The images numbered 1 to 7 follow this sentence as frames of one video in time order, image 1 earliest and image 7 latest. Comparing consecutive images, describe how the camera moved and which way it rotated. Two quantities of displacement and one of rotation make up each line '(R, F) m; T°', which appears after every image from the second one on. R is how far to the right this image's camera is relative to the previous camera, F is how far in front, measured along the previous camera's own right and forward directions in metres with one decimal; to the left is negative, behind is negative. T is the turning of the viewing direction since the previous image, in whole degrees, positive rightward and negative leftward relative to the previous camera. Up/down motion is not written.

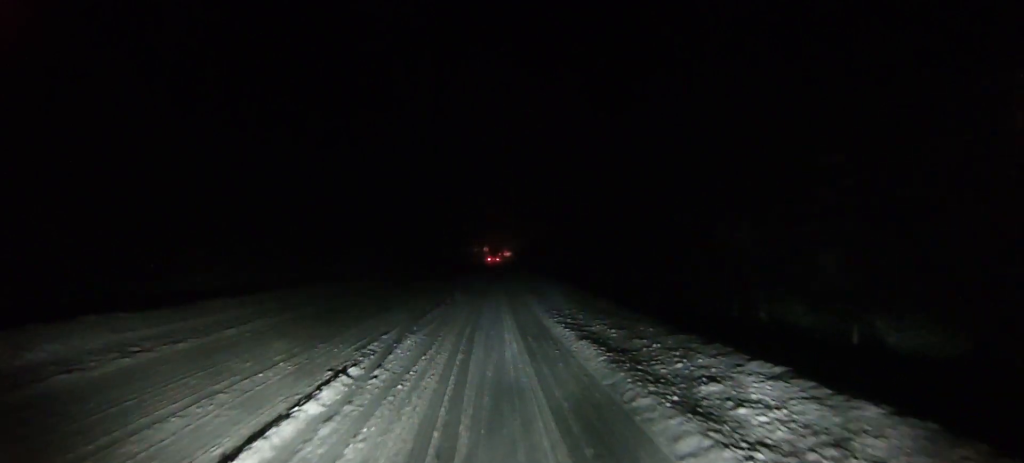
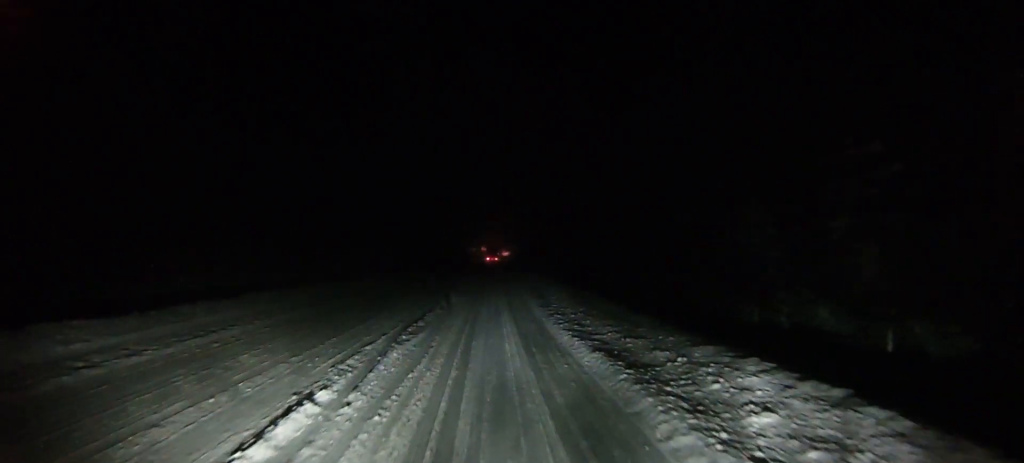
(0.0, +2.4) m; +1°
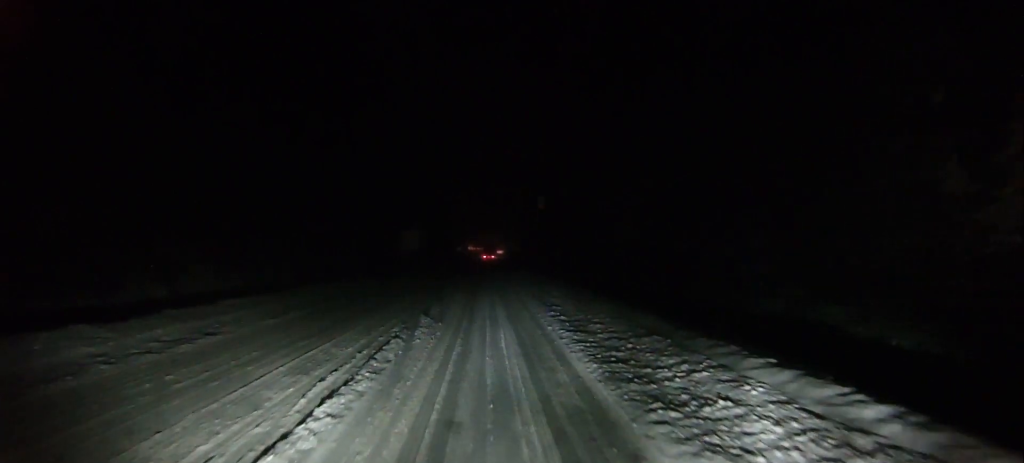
(-0.1, +16.3) m; 0°
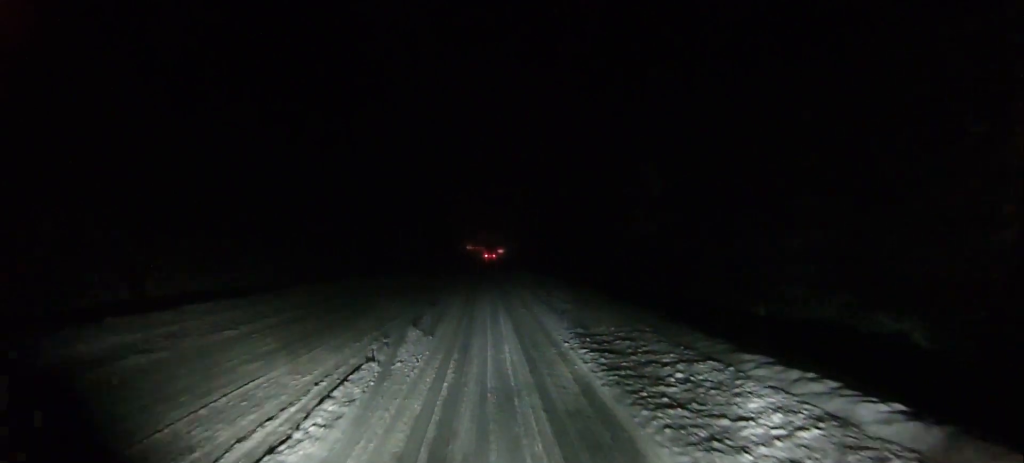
(+0.3, +4.1) m; +2°
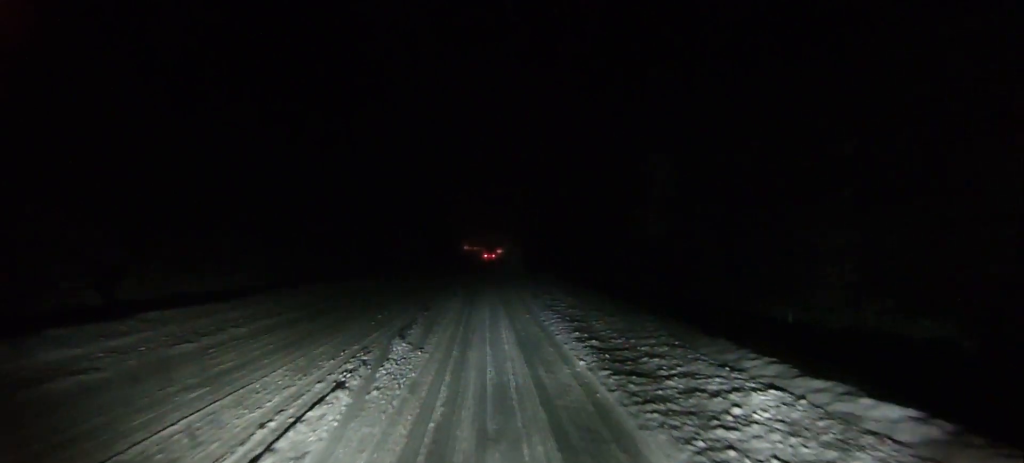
(-0.1, +3.0) m; 0°
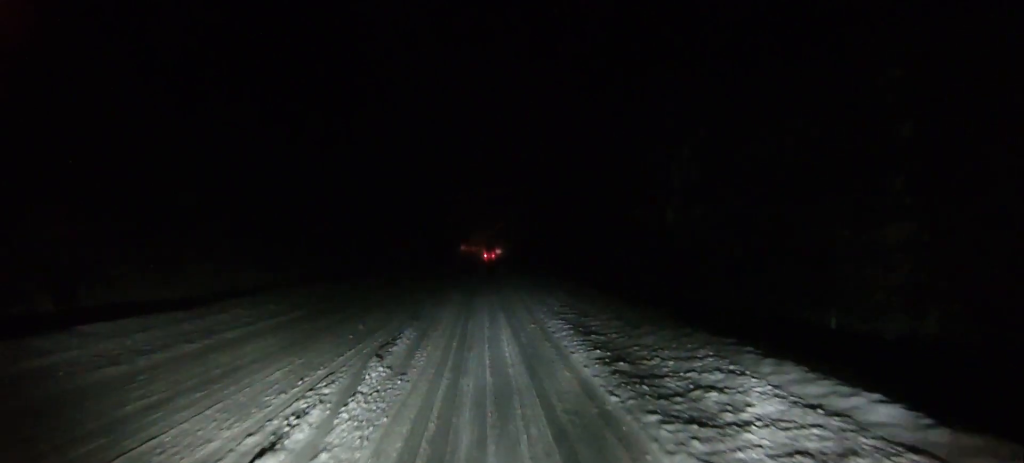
(0.0, +3.7) m; +1°
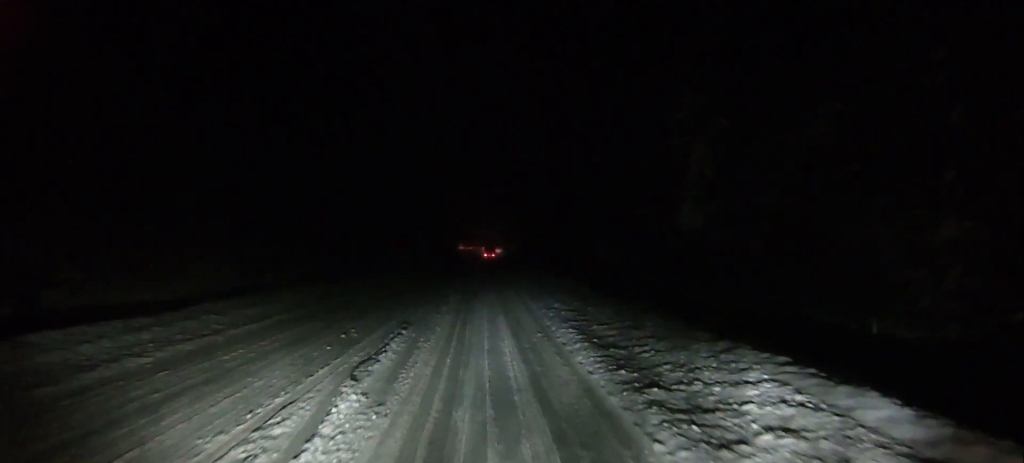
(+0.1, +2.9) m; +2°
